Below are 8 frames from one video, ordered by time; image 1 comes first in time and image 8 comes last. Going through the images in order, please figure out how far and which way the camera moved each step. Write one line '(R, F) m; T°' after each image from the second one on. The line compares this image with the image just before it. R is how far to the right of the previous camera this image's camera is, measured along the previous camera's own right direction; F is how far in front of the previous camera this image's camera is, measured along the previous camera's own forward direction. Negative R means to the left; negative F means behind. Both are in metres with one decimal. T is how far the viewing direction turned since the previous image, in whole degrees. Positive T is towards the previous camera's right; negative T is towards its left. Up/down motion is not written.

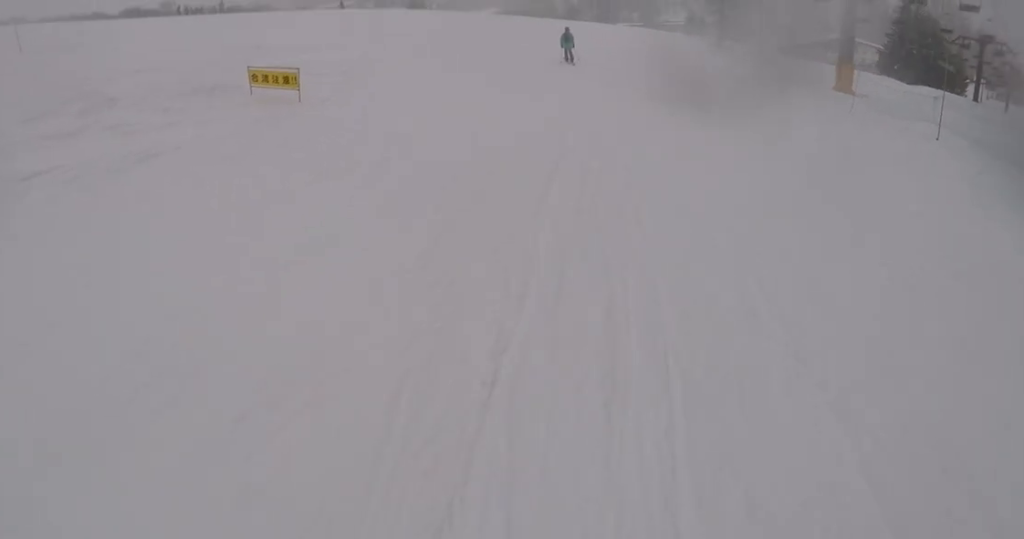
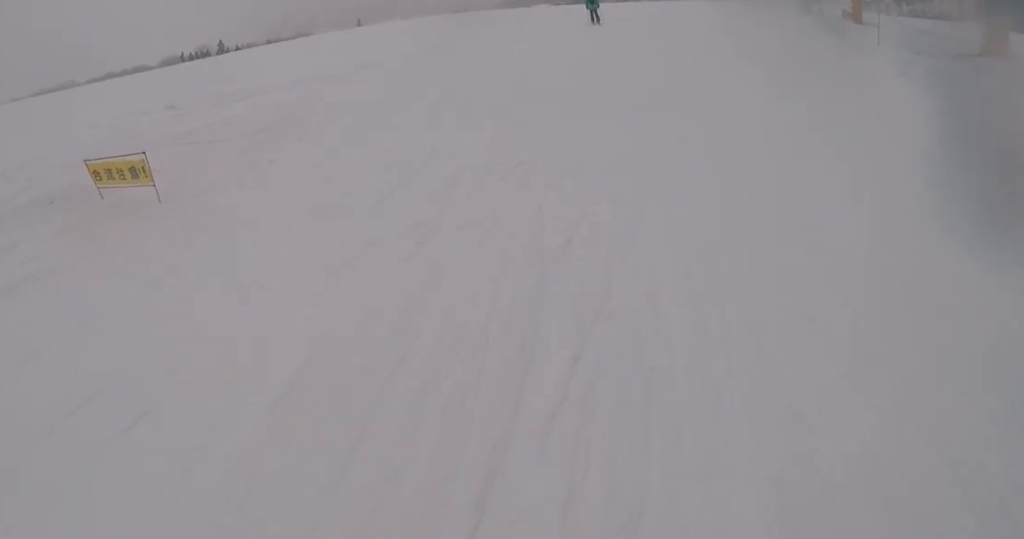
(-1.3, +9.0) m; -1°
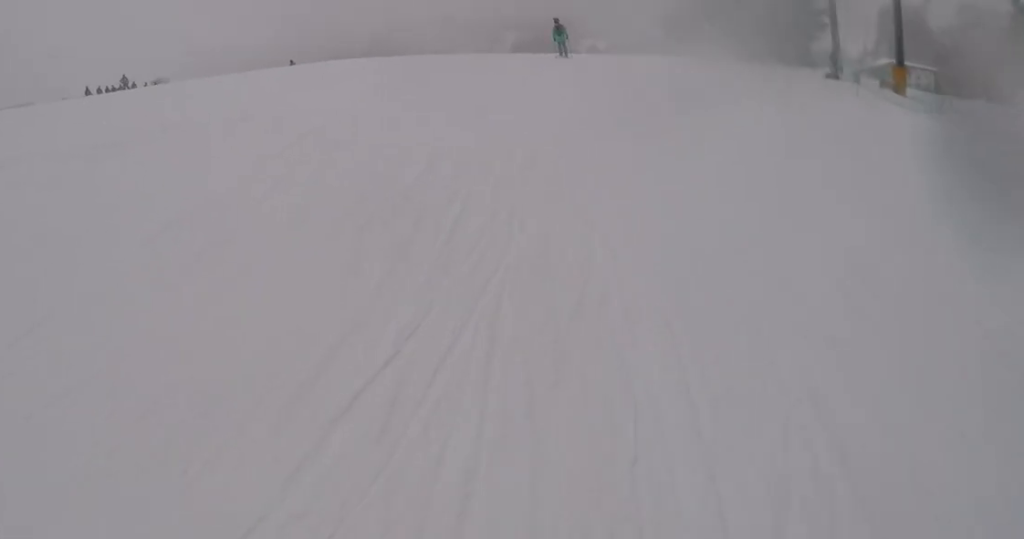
(+1.7, +10.0) m; 0°
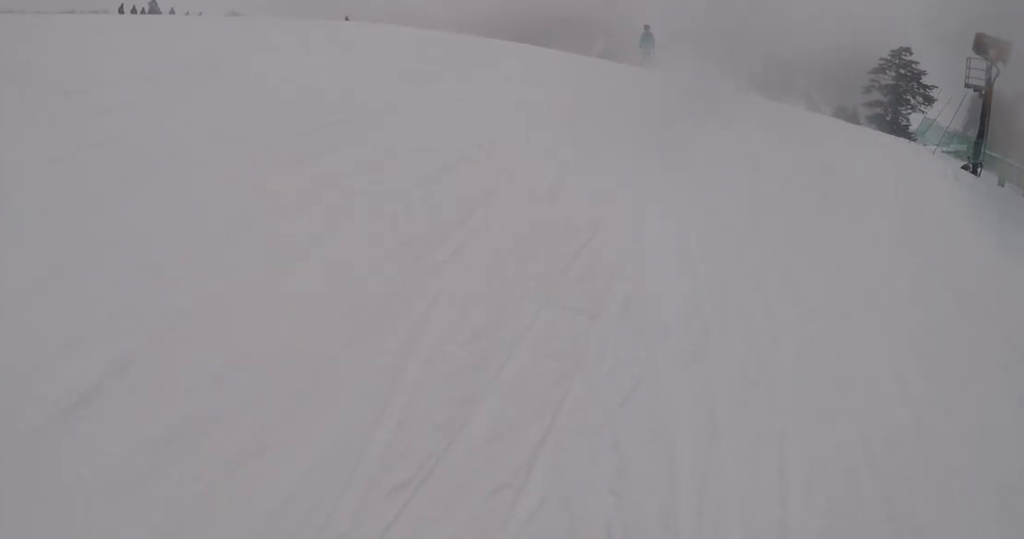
(-0.9, +6.0) m; -4°
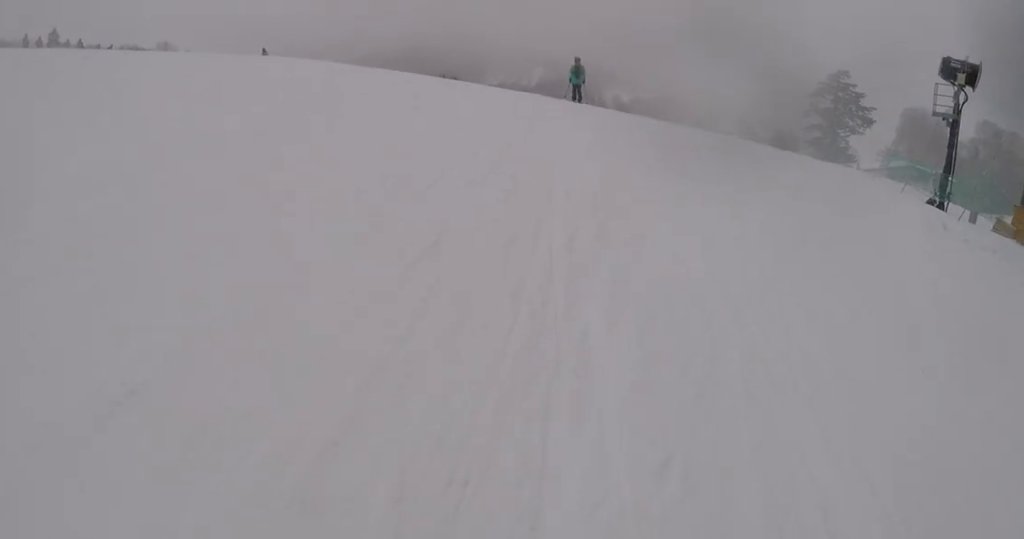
(+0.3, +3.1) m; +6°
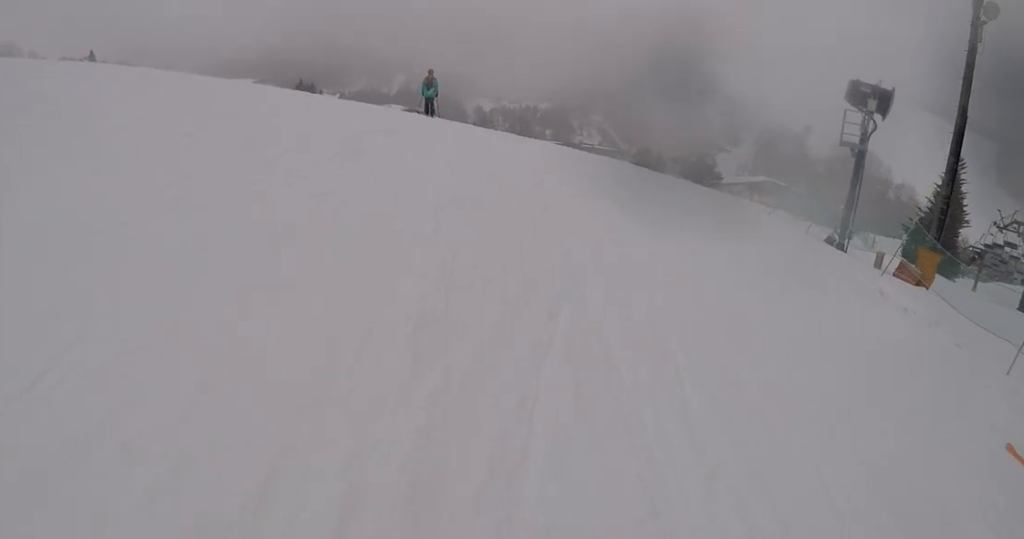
(+0.3, +3.5) m; +7°
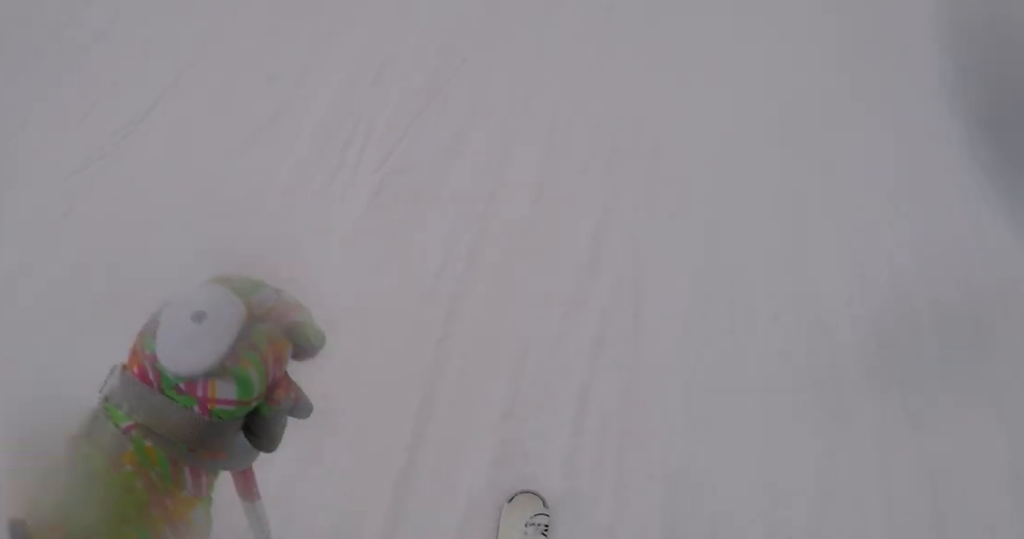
(+0.2, +4.8) m; +2°
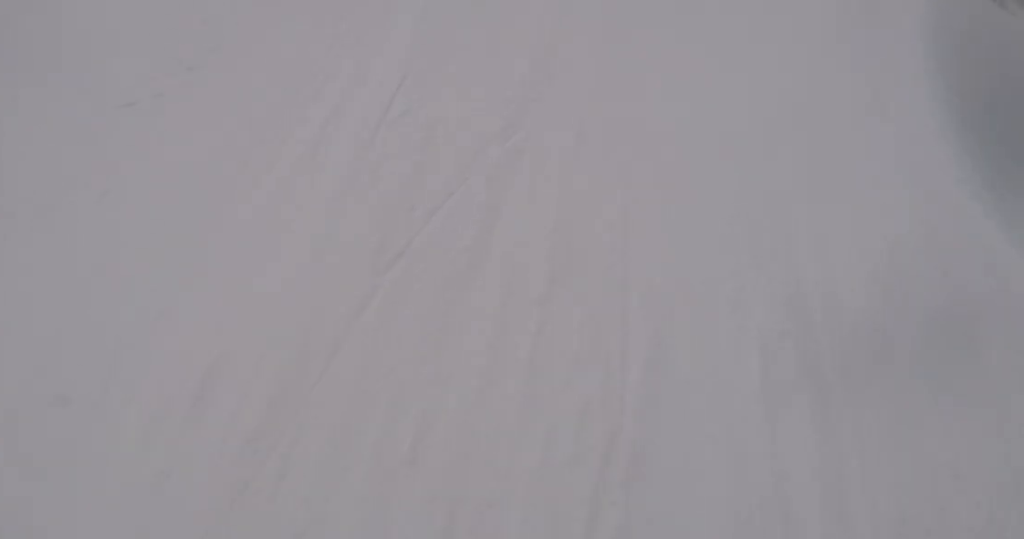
(0.0, +1.2) m; 0°
